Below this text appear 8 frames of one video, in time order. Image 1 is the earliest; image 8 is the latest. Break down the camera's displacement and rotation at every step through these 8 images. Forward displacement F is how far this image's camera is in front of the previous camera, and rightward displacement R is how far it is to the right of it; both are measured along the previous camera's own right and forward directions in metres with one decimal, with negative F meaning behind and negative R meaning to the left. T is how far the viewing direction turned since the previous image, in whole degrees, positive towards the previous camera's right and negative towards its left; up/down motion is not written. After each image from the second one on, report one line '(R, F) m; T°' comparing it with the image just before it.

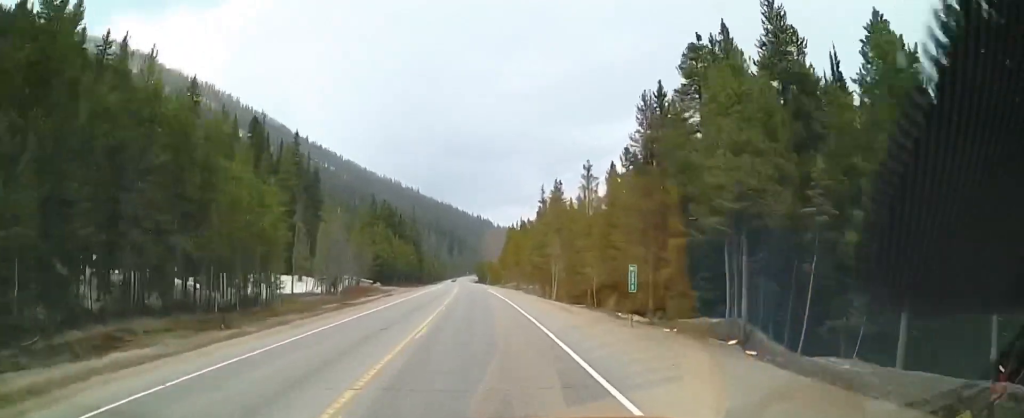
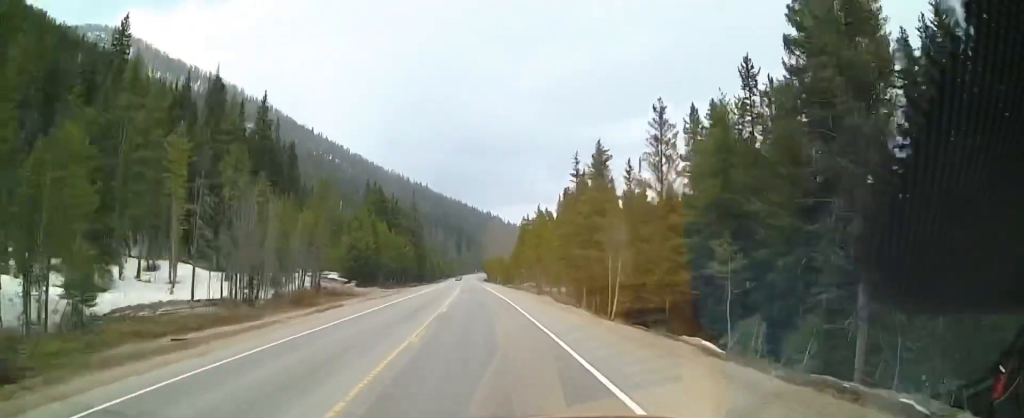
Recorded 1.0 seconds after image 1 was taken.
(-0.2, +25.5) m; -1°
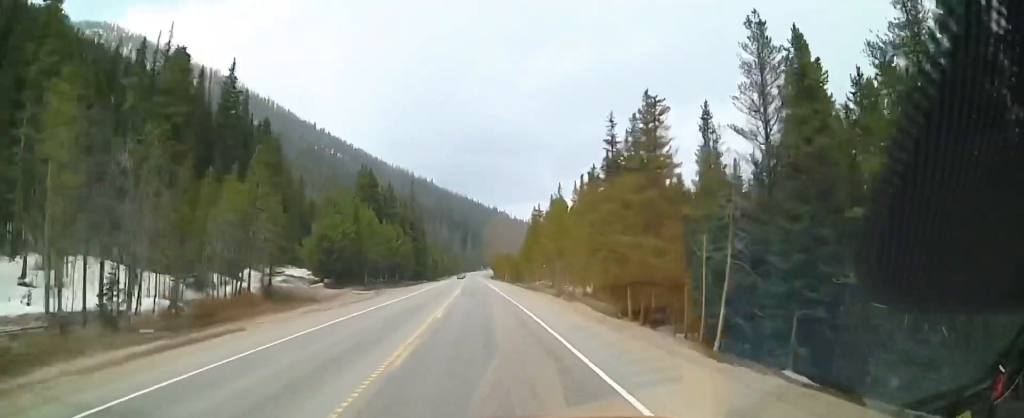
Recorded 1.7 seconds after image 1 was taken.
(-0.2, +16.6) m; -1°
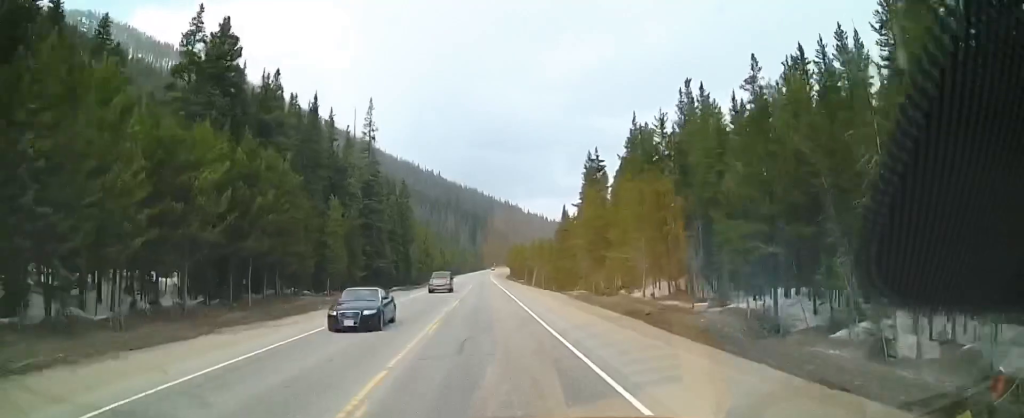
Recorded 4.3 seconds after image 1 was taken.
(+0.1, +66.5) m; 0°
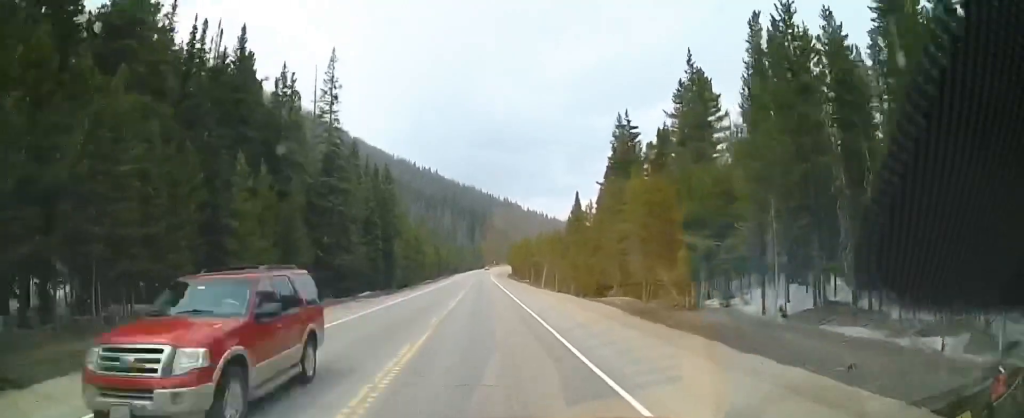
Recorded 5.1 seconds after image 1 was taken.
(0.0, +20.0) m; -1°
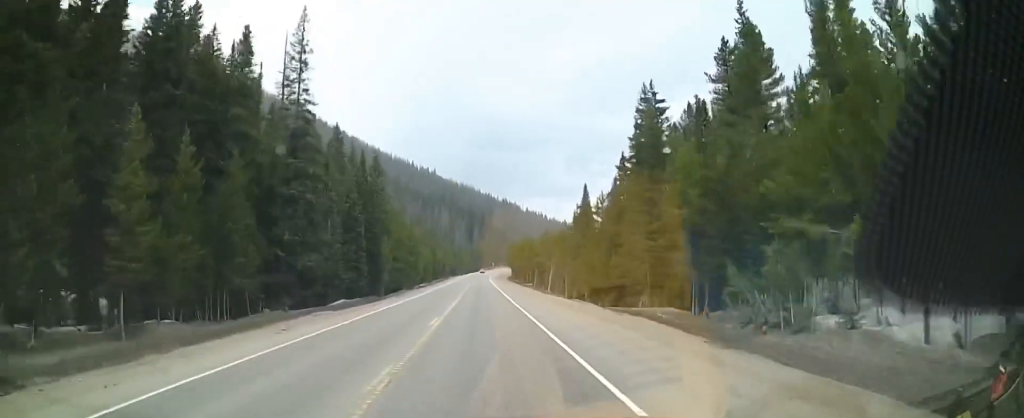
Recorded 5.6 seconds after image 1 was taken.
(0.0, +10.9) m; 0°
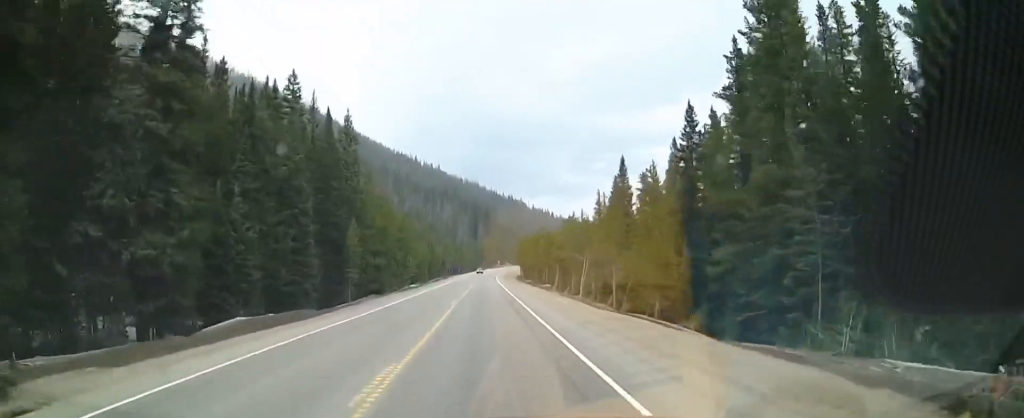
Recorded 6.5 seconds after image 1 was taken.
(-0.3, +24.4) m; -1°
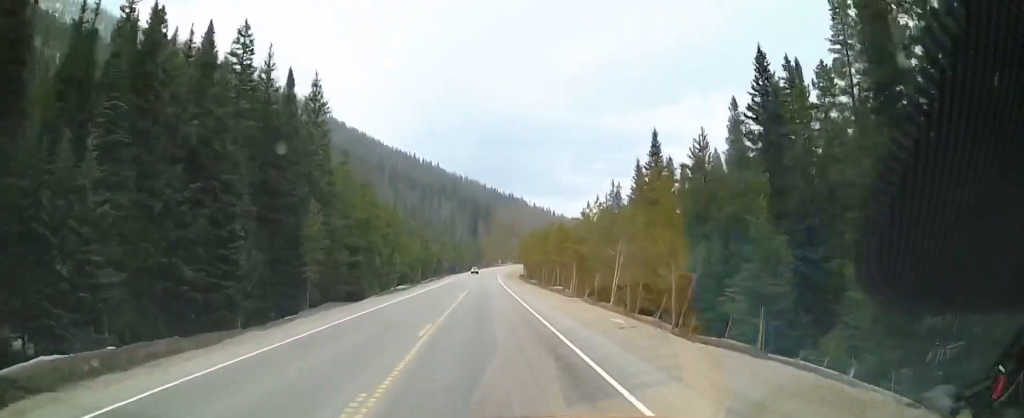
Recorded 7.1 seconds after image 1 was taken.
(0.0, +15.1) m; 0°
